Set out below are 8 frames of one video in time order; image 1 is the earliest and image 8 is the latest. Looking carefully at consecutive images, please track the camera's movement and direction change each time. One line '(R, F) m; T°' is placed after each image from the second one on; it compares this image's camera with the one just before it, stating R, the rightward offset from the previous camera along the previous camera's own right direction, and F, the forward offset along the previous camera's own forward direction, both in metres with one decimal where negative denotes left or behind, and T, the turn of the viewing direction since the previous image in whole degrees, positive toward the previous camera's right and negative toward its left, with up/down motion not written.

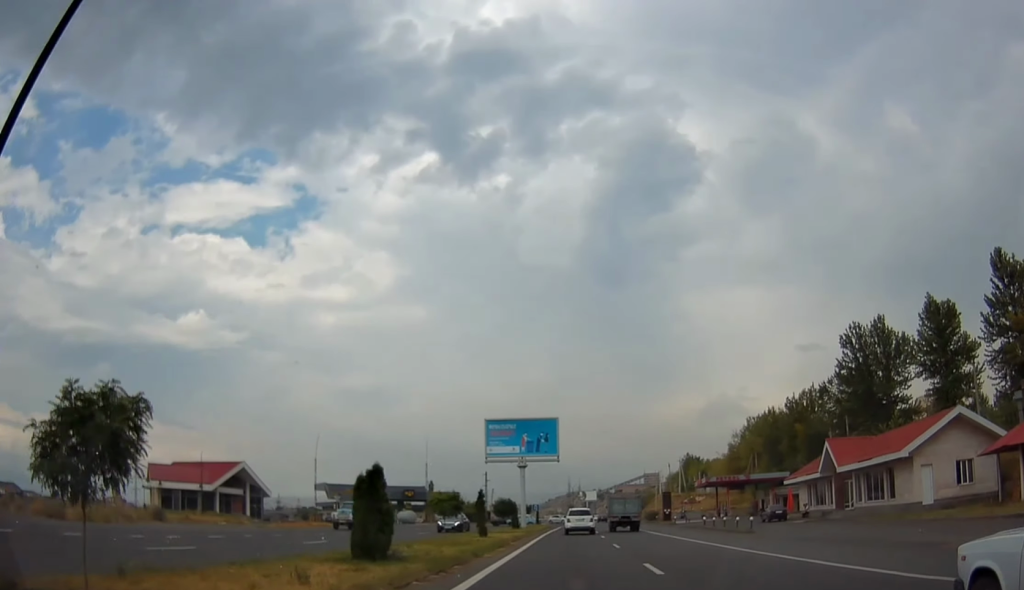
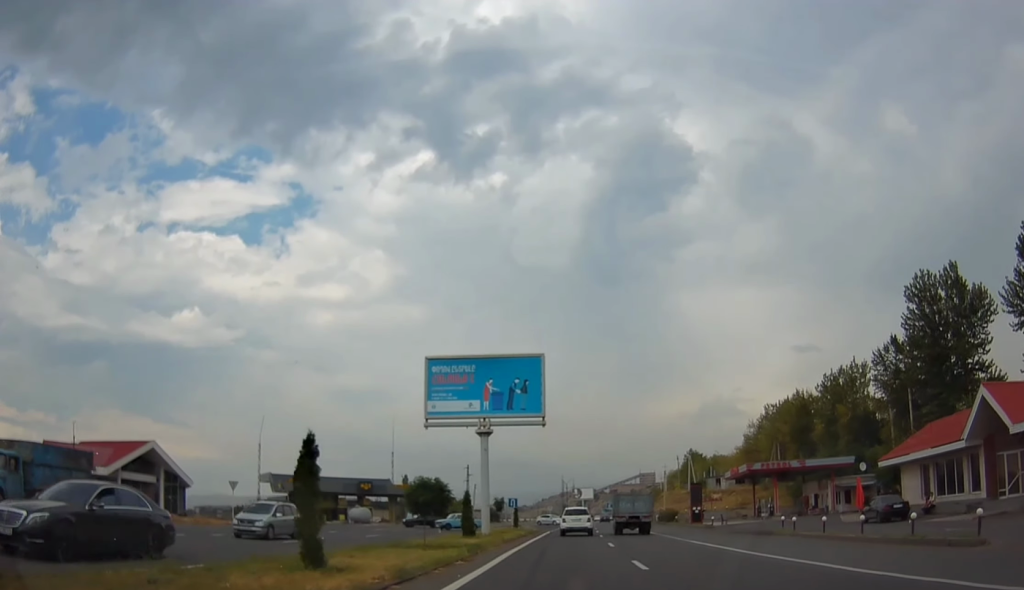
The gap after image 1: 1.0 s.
(+1.2, +23.0) m; +2°
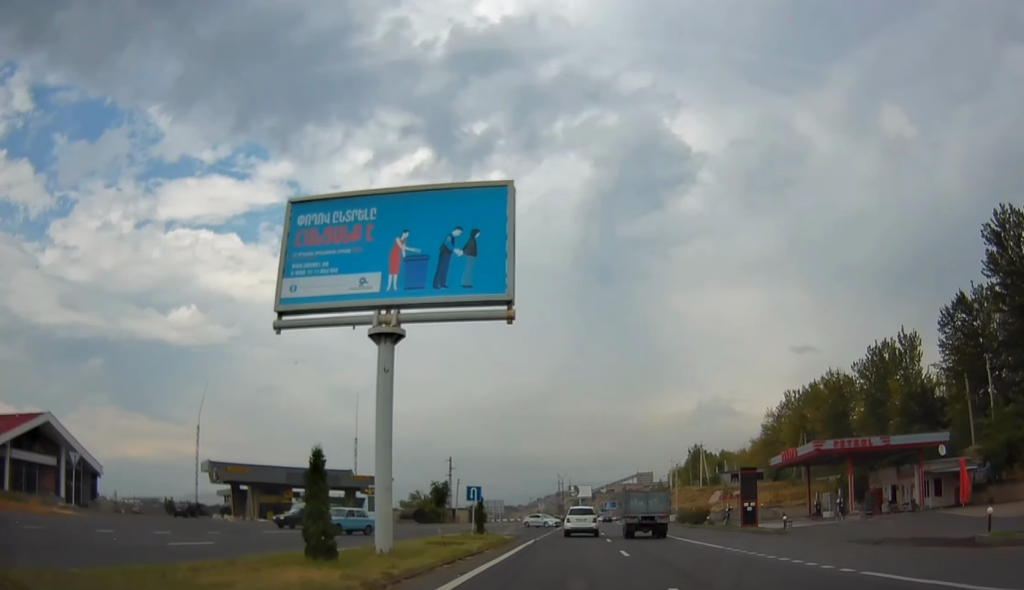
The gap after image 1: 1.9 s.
(-0.5, +19.2) m; 0°
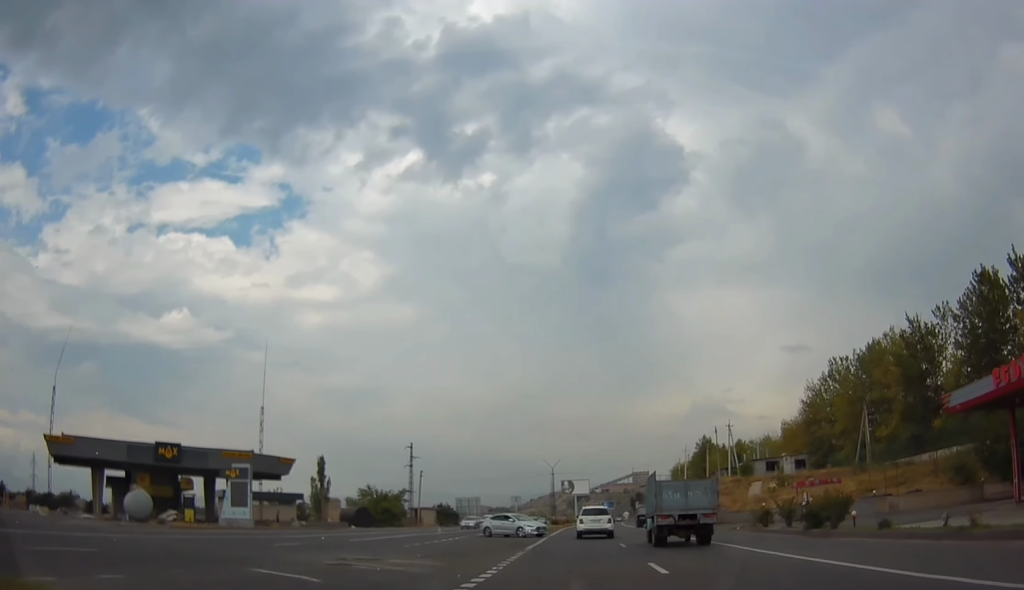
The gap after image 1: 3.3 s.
(+0.3, +30.8) m; 0°
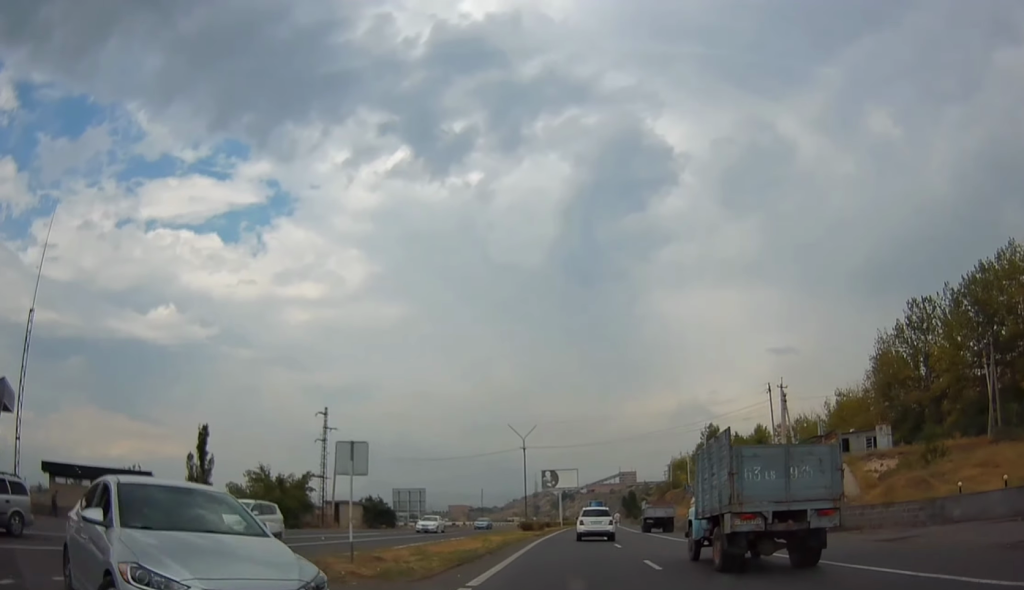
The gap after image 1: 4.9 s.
(-0.4, +35.1) m; +1°
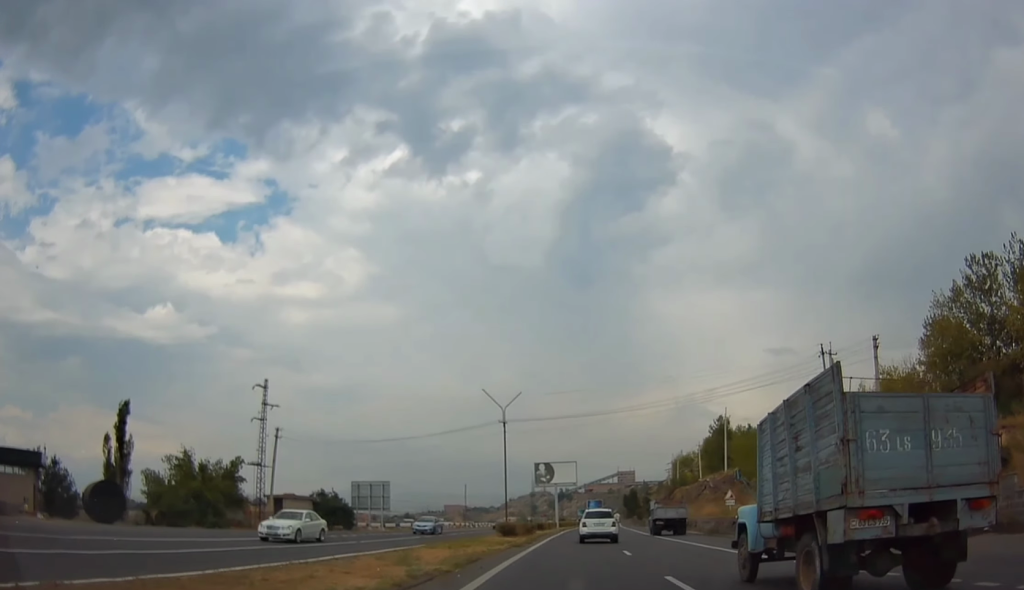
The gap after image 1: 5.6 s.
(+0.2, +16.2) m; +1°
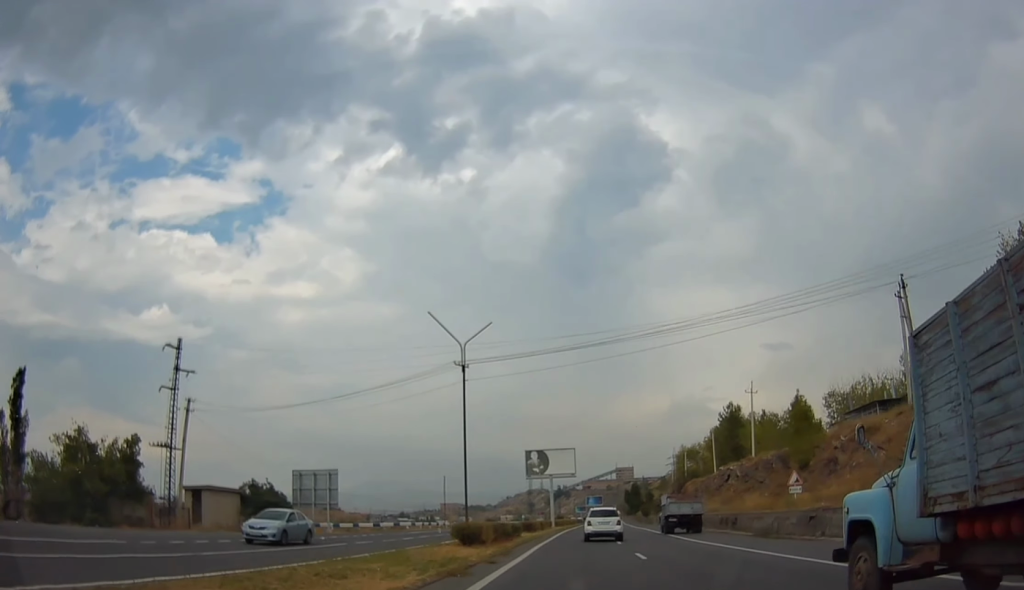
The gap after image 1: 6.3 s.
(+0.1, +15.5) m; +1°
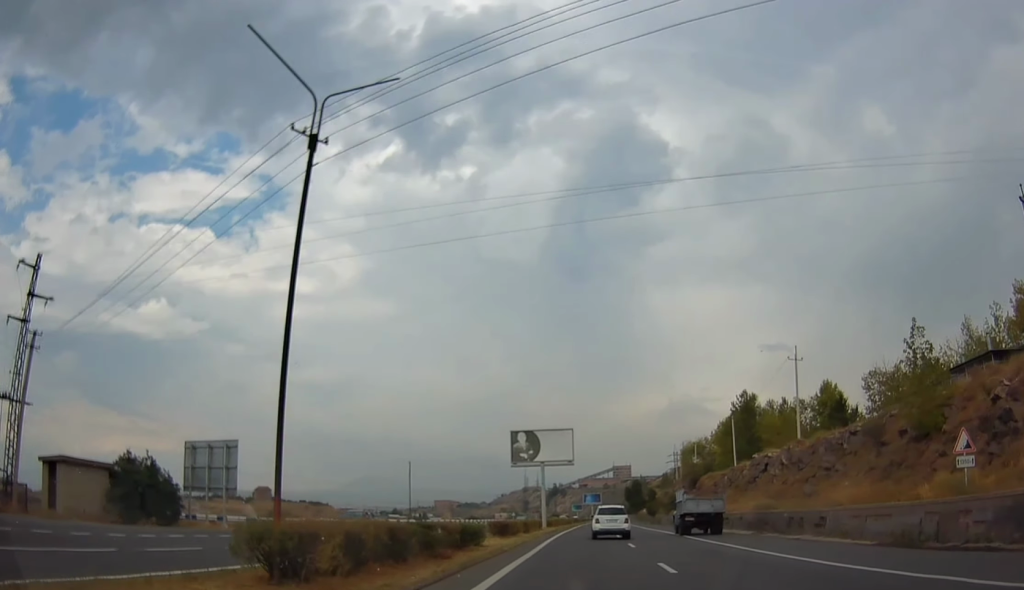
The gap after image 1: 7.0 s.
(+0.3, +17.1) m; 0°
